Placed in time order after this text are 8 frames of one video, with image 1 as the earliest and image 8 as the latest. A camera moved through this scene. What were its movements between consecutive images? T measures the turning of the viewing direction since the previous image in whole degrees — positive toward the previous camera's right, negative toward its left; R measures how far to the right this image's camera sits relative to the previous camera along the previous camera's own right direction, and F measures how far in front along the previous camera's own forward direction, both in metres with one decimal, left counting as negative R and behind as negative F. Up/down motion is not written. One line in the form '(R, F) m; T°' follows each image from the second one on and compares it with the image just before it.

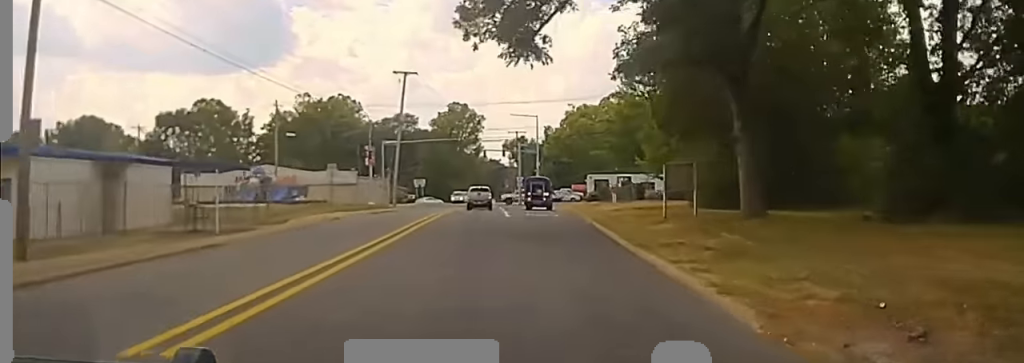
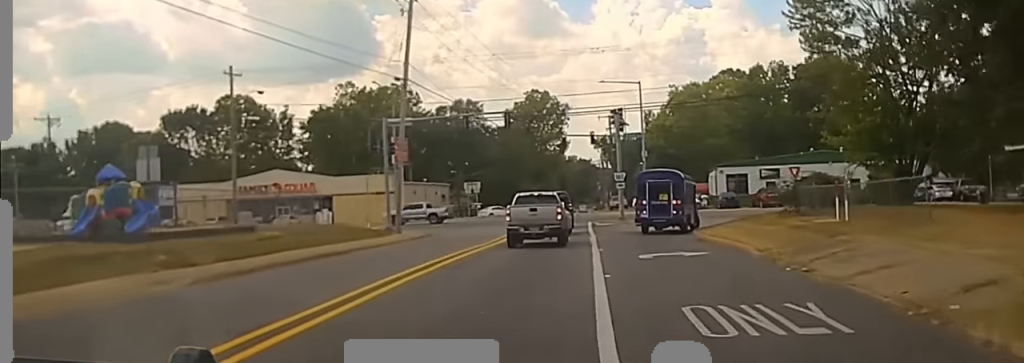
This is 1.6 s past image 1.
(0.0, +43.0) m; 0°
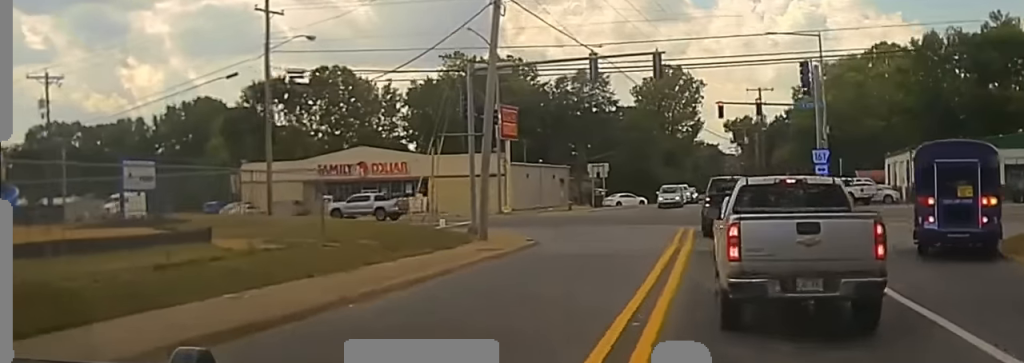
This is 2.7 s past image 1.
(0.0, +22.9) m; -1°
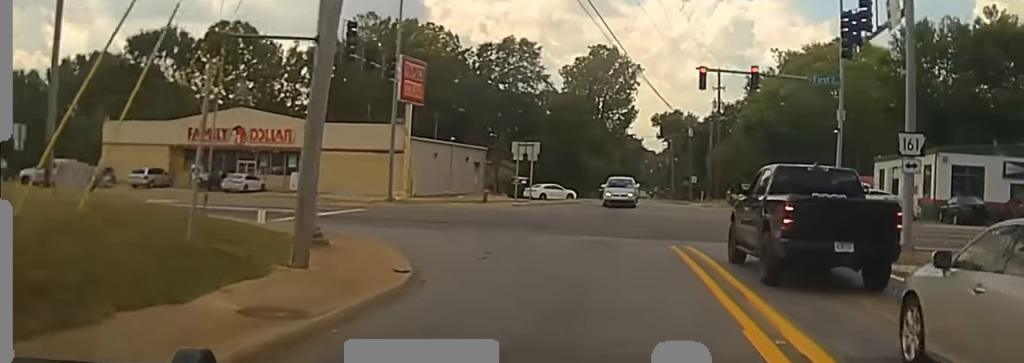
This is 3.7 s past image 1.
(-0.3, +17.6) m; -5°
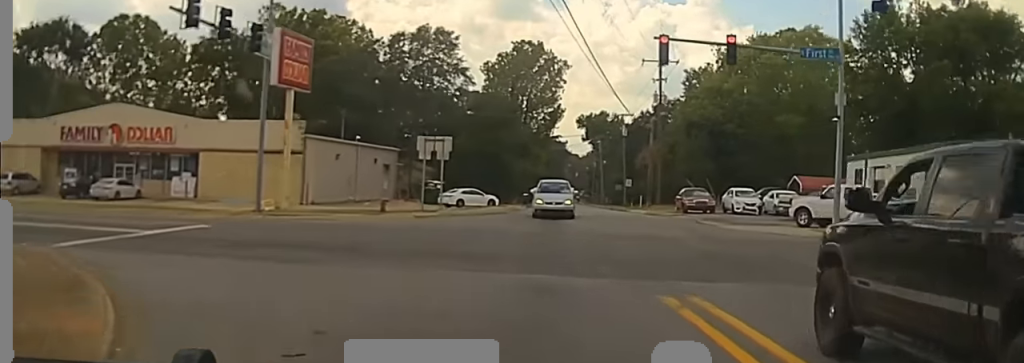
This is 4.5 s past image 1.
(-0.9, +11.7) m; -4°
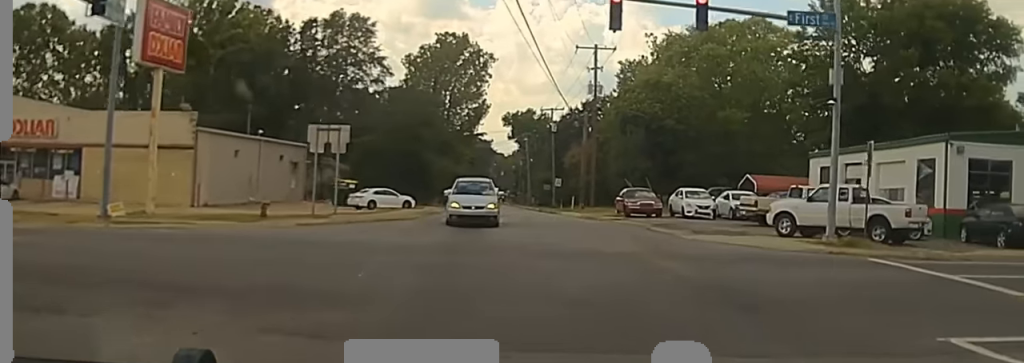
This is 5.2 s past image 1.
(+0.1, +8.6) m; +6°
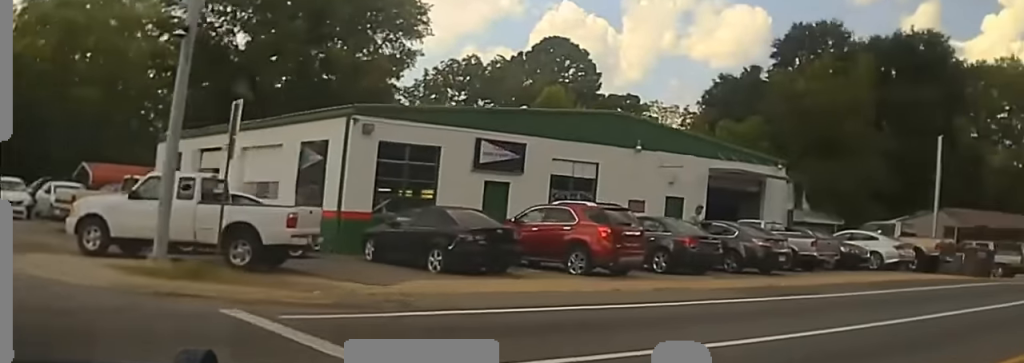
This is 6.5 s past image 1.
(+2.3, +12.1) m; +53°
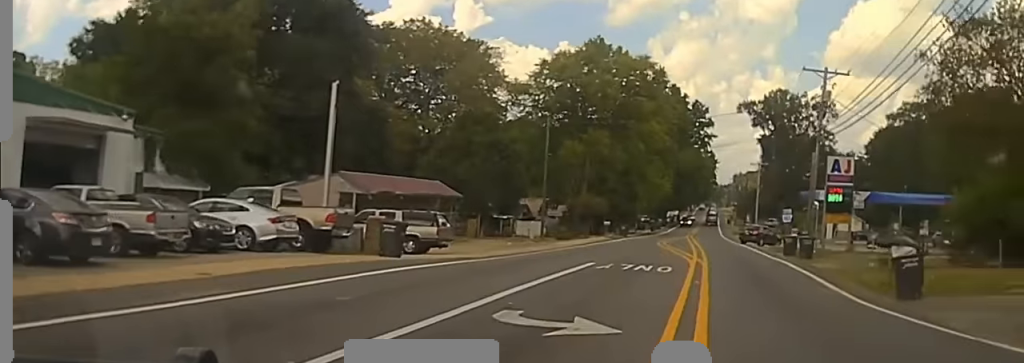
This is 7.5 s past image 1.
(+4.6, +6.6) m; +35°
